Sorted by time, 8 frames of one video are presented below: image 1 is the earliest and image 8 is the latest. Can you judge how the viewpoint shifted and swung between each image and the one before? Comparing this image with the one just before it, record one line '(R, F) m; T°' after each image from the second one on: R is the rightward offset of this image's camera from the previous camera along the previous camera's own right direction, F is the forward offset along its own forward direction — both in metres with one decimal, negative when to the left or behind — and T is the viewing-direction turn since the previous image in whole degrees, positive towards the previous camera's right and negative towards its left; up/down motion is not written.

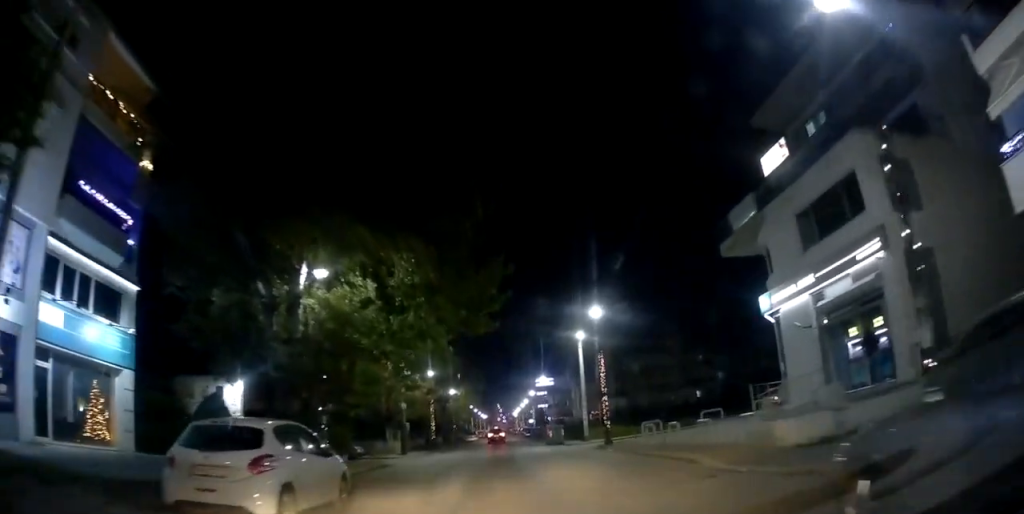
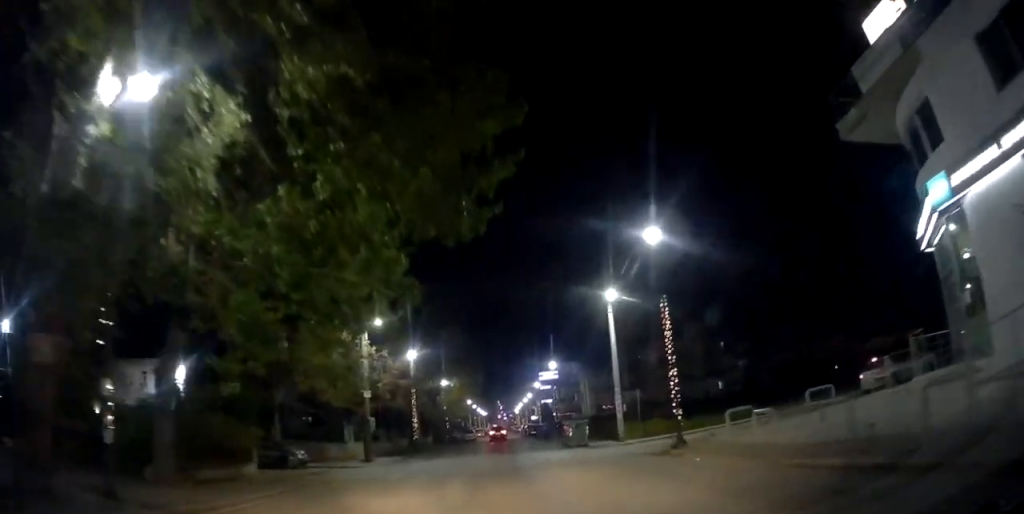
(0.0, +10.4) m; 0°
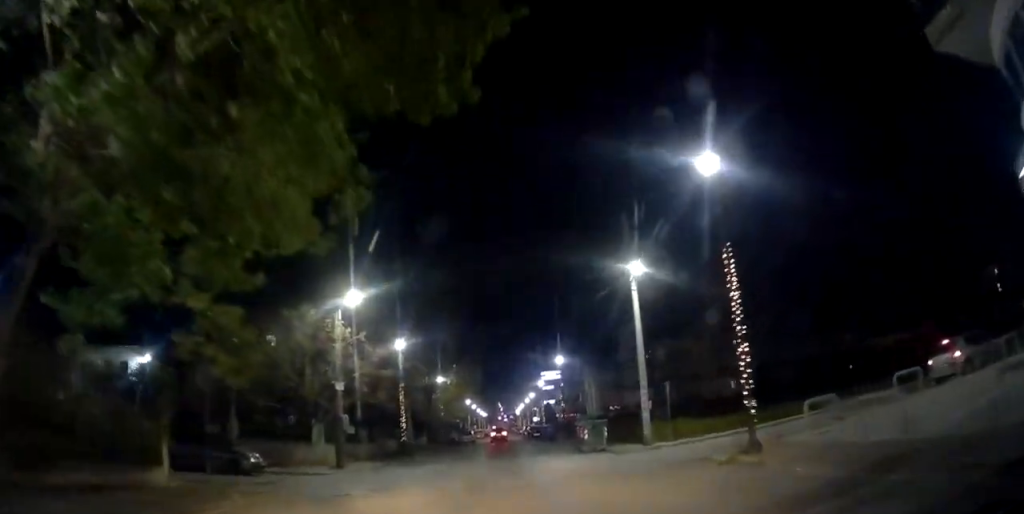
(0.0, +4.8) m; 0°
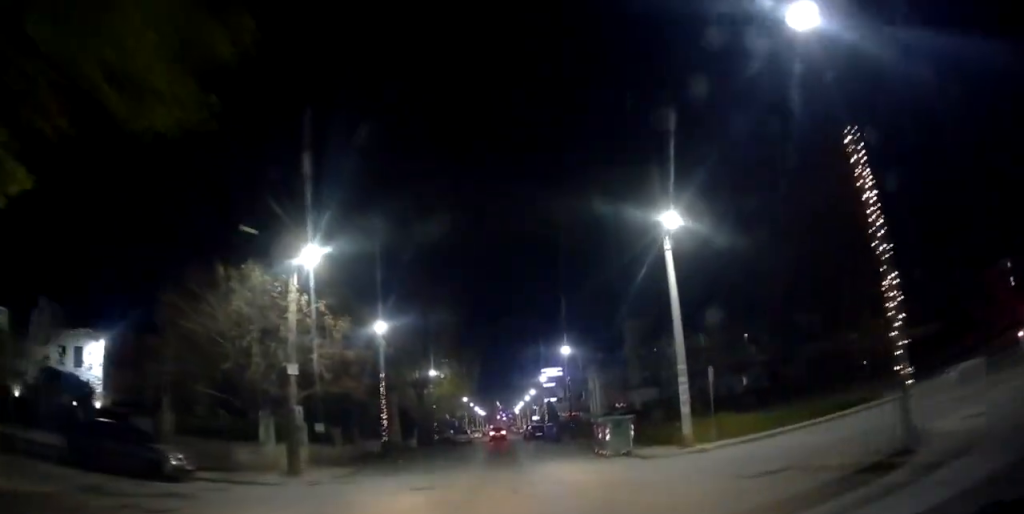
(0.0, +5.0) m; 0°
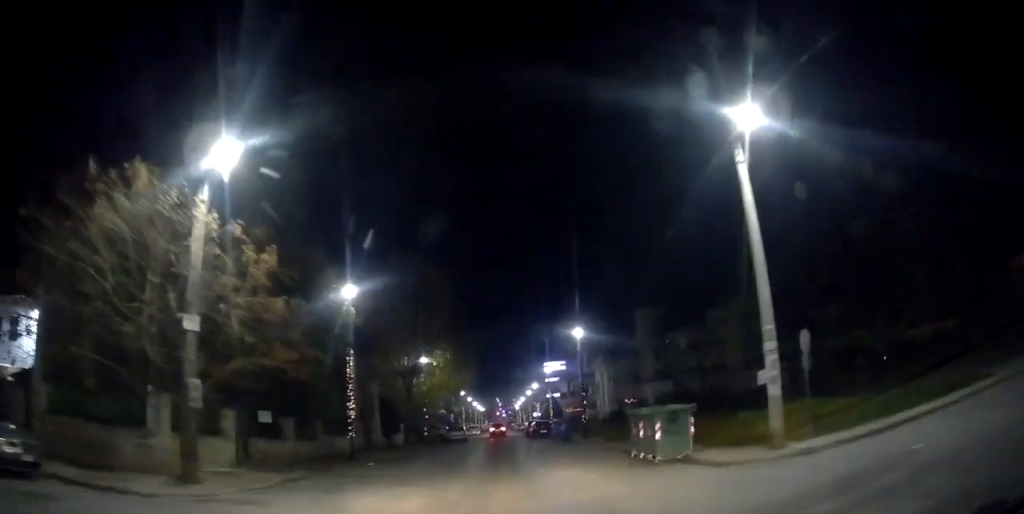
(0.0, +6.1) m; 0°
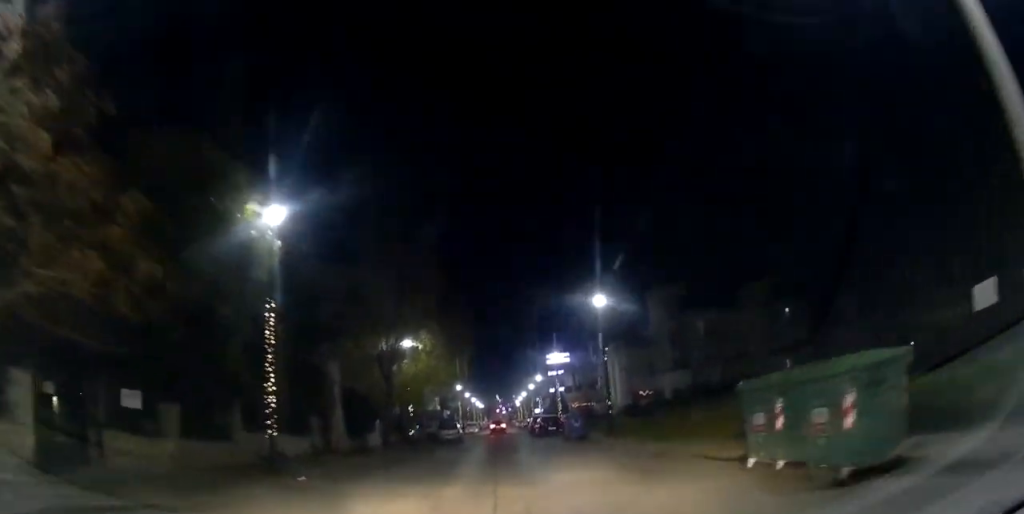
(0.0, +7.5) m; 0°
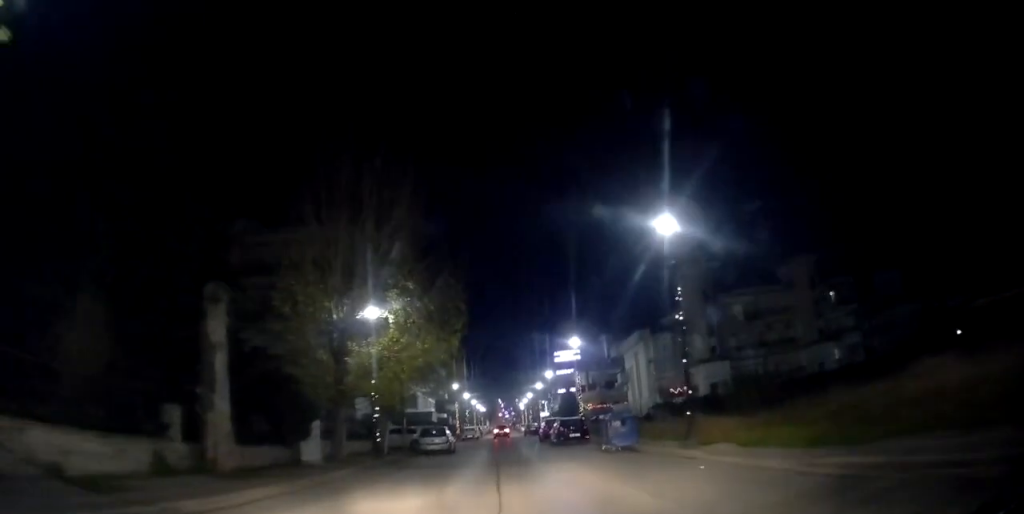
(0.0, +10.5) m; 0°
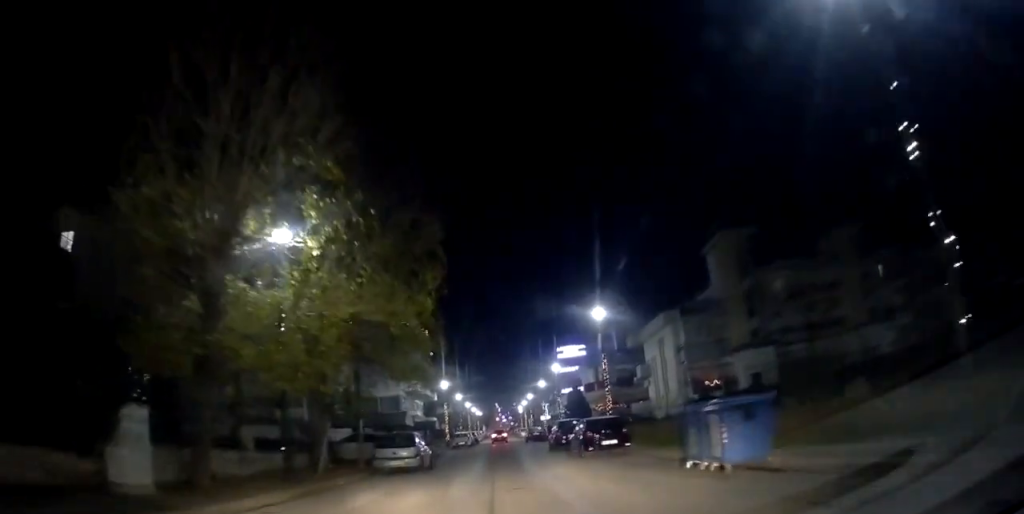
(0.0, +10.2) m; 0°
